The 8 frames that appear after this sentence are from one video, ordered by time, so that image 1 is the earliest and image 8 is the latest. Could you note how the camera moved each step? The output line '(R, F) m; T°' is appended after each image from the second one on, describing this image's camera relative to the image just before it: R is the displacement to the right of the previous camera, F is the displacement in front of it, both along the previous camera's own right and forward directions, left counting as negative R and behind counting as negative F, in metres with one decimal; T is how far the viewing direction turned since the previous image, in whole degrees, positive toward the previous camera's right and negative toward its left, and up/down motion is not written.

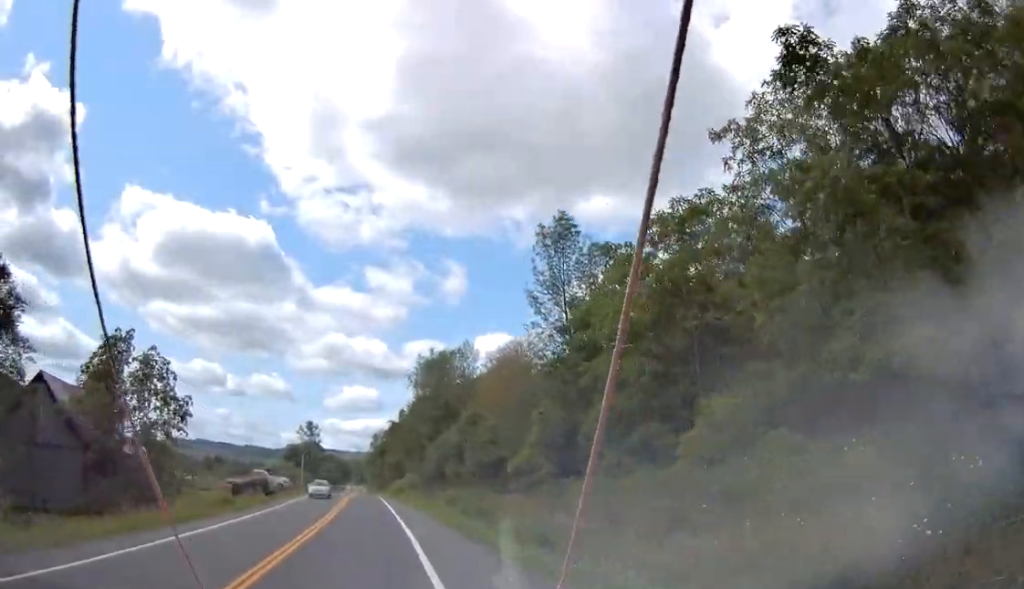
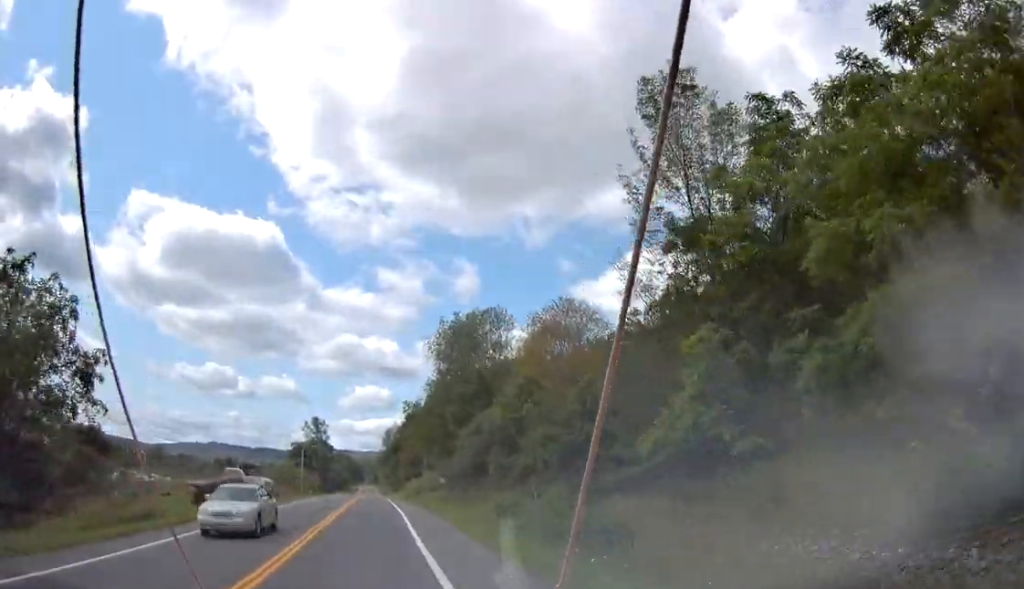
(-0.1, +17.3) m; -1°
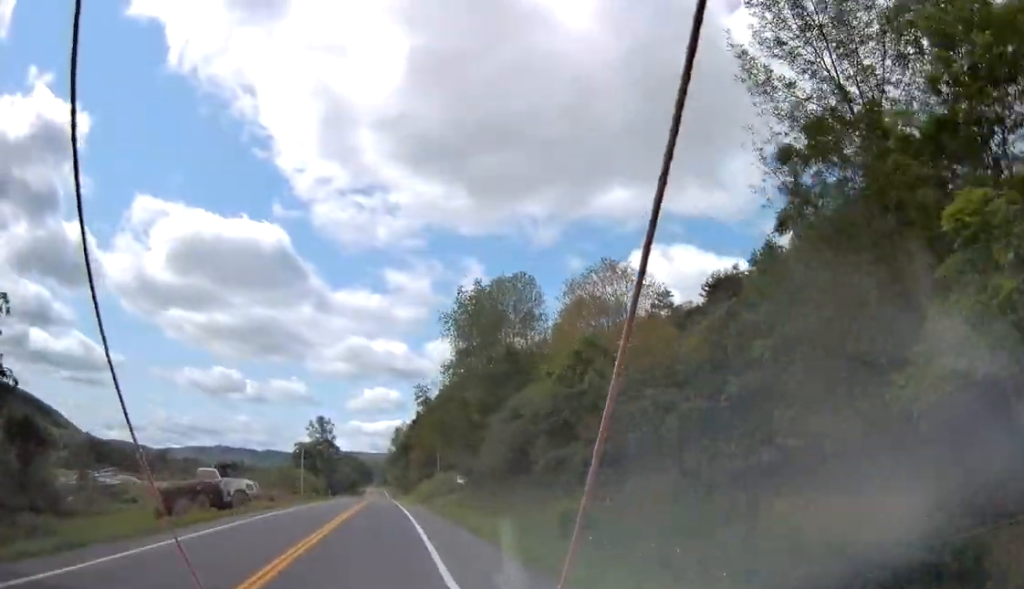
(-0.1, +10.8) m; -1°
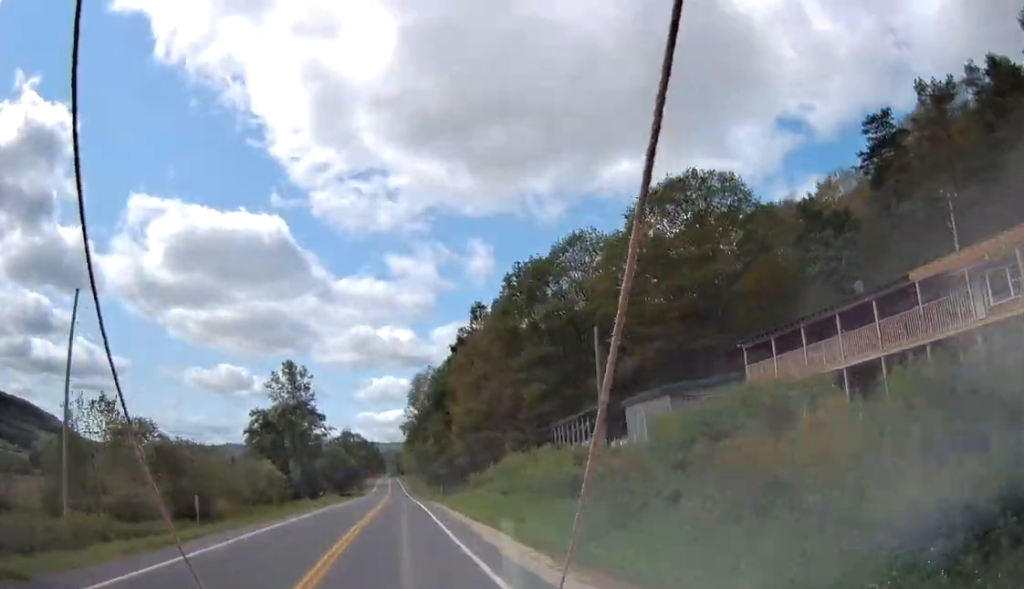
(-1.9, +77.1) m; -1°
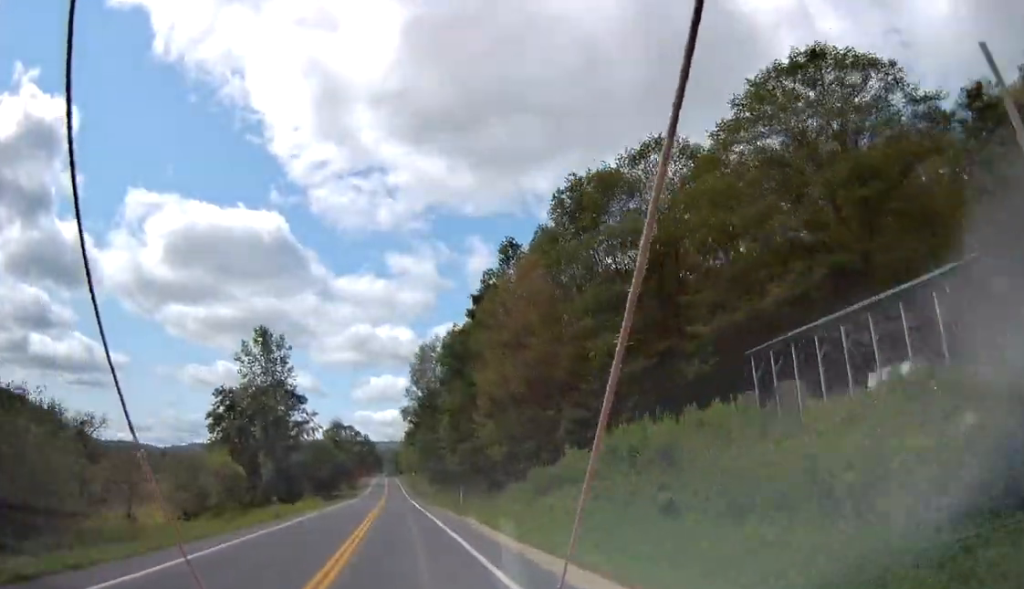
(+0.2, +23.3) m; +1°
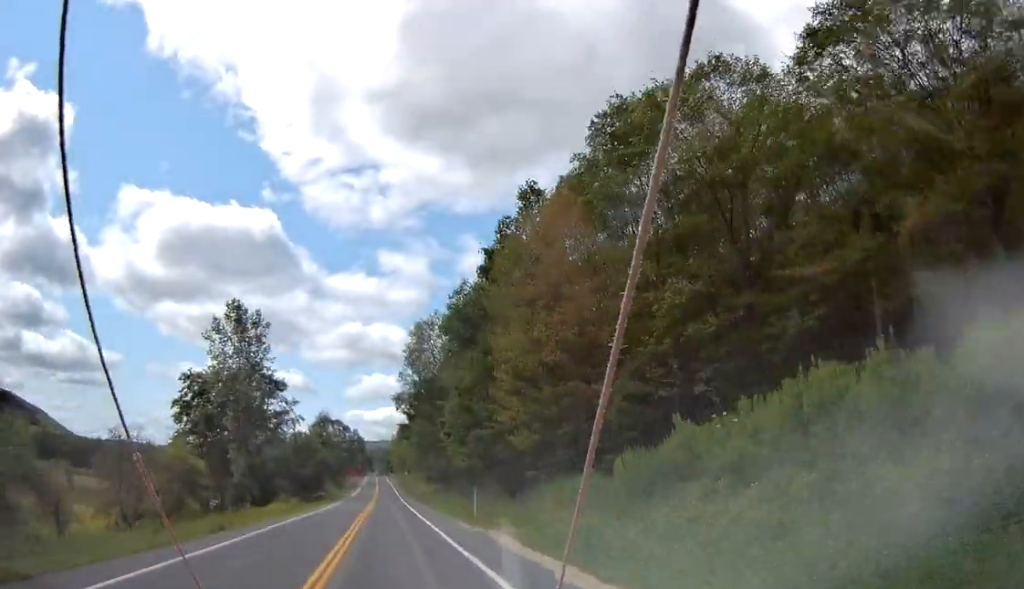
(+0.2, +12.5) m; 0°
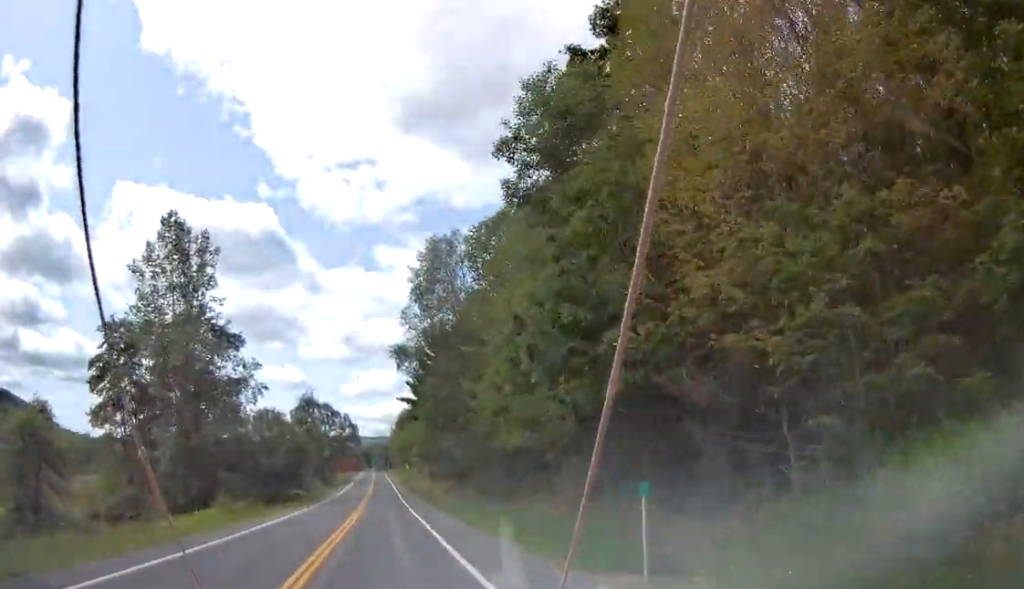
(-0.3, +25.2) m; 0°
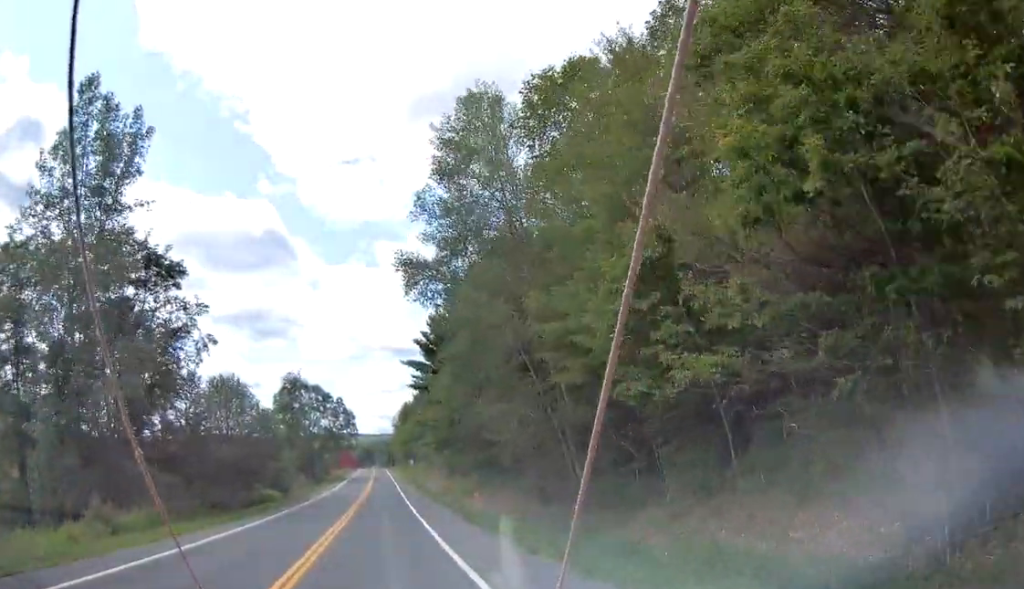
(+0.2, +20.2) m; 0°
